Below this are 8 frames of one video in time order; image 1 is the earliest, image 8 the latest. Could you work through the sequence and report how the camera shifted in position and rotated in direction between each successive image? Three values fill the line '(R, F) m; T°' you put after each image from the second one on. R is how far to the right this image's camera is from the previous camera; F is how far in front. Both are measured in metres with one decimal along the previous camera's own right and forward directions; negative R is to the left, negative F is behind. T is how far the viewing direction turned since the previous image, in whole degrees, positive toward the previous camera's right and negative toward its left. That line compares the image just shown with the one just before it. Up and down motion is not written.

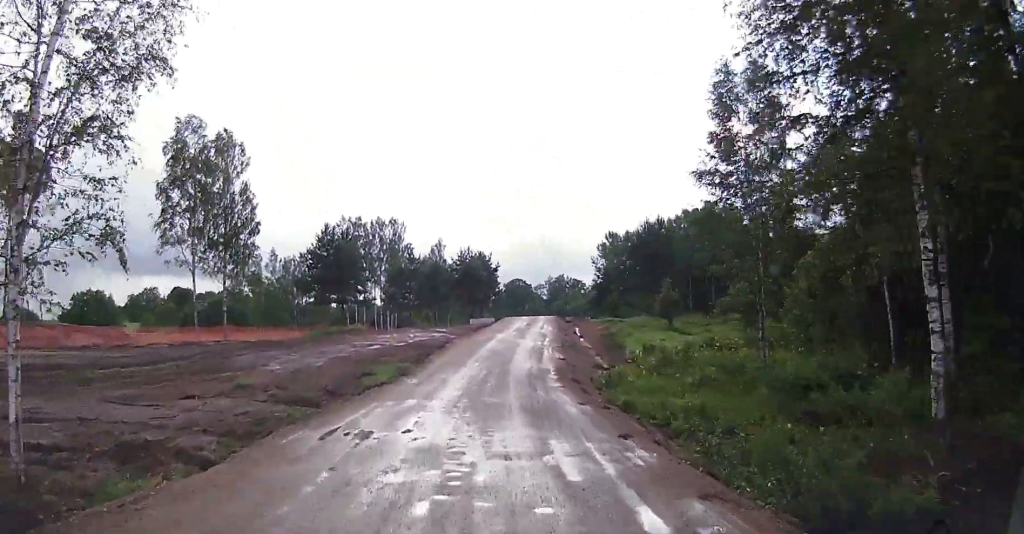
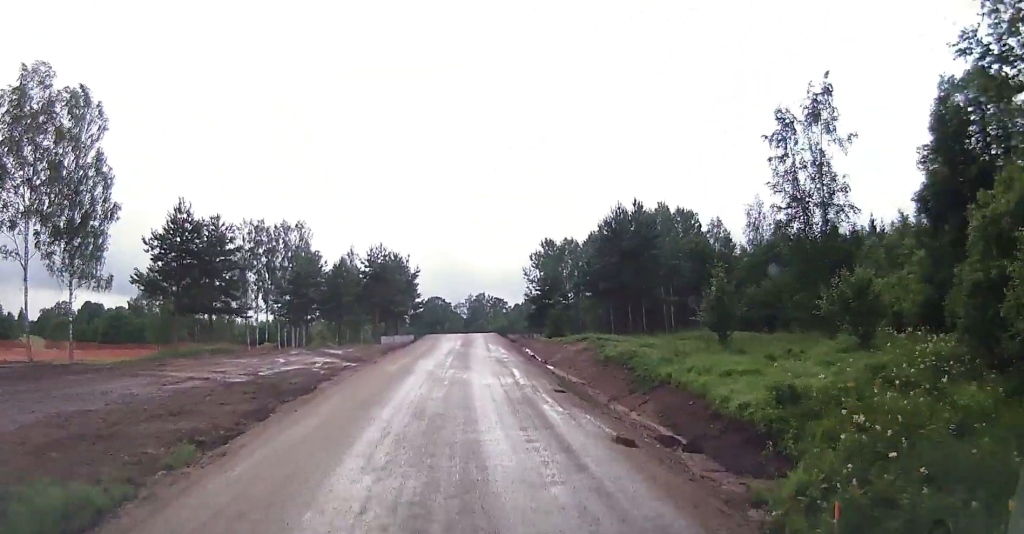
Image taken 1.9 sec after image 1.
(+0.3, +17.2) m; +1°
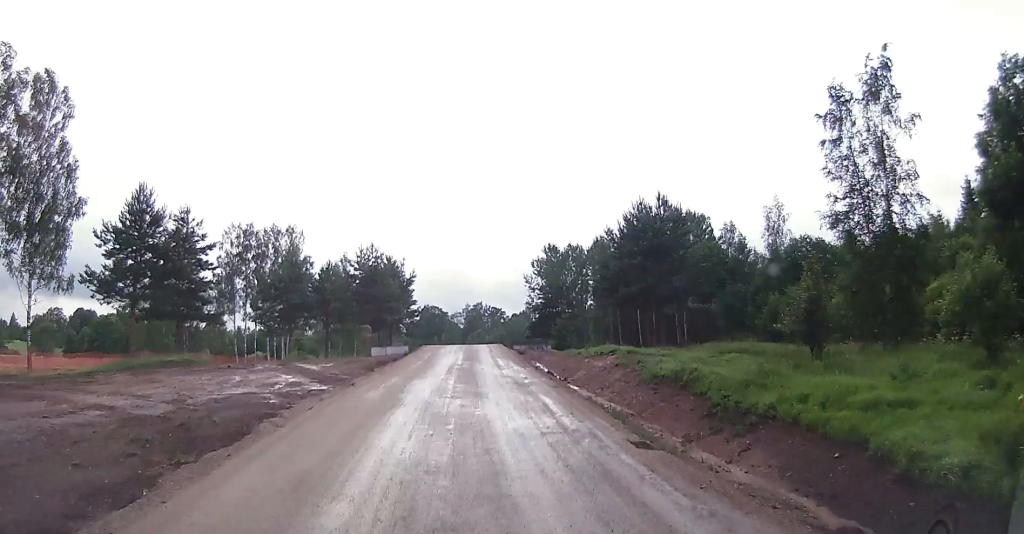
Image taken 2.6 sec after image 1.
(-0.1, +5.8) m; +2°
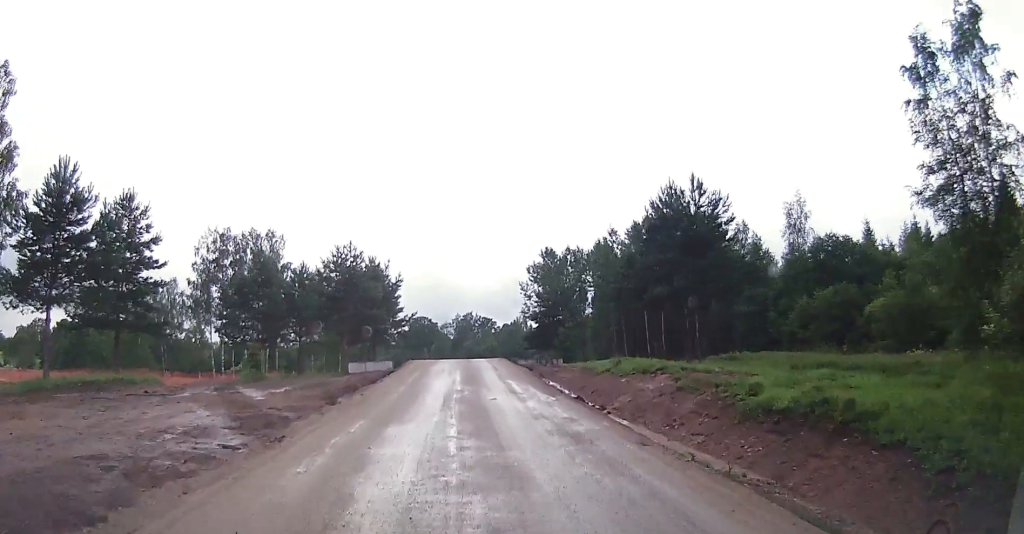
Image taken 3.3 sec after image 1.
(+0.3, +7.7) m; +2°
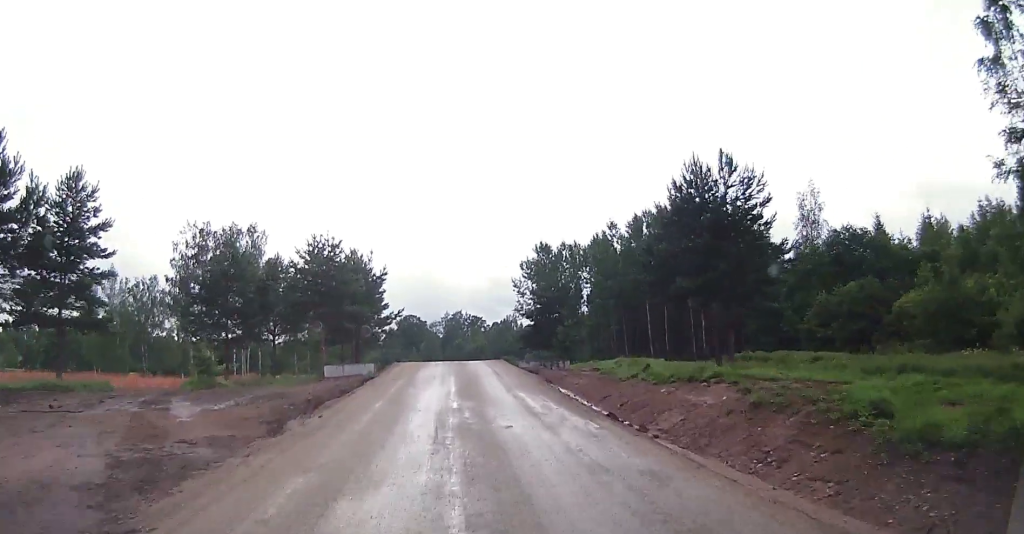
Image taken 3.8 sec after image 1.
(+0.1, +5.1) m; +1°
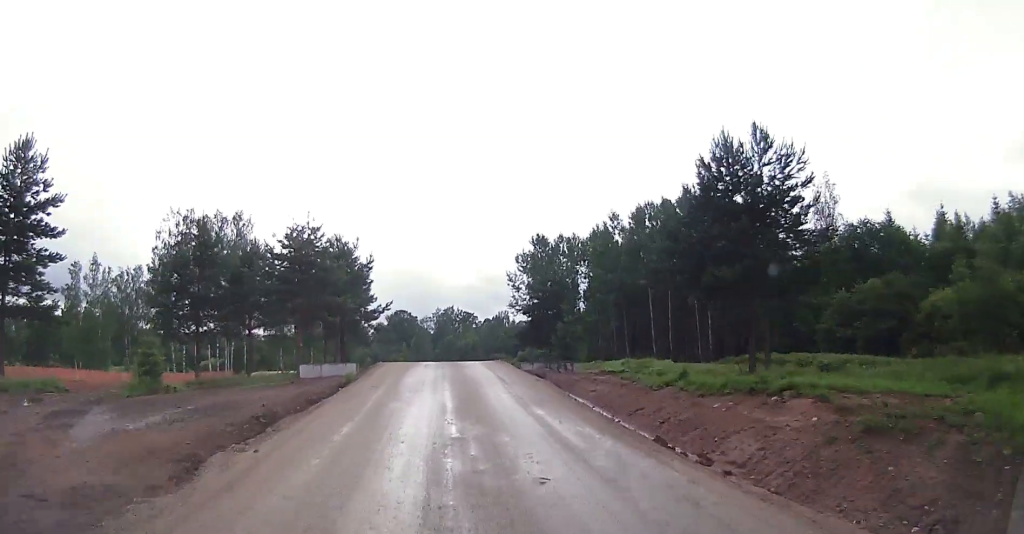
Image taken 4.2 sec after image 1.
(-0.1, +4.2) m; +1°
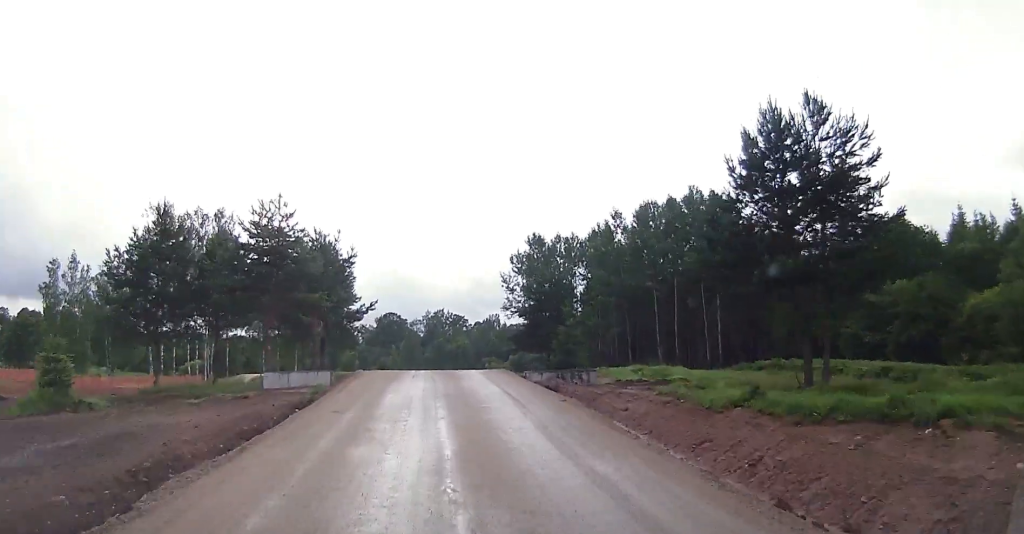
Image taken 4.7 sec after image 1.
(-0.1, +4.9) m; +1°
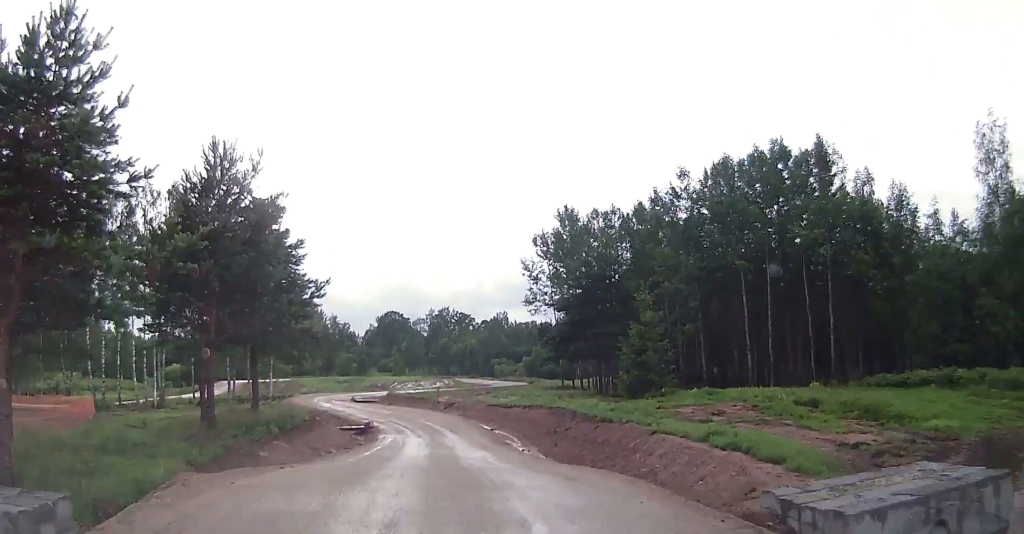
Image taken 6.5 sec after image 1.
(0.0, +19.4) m; -1°
